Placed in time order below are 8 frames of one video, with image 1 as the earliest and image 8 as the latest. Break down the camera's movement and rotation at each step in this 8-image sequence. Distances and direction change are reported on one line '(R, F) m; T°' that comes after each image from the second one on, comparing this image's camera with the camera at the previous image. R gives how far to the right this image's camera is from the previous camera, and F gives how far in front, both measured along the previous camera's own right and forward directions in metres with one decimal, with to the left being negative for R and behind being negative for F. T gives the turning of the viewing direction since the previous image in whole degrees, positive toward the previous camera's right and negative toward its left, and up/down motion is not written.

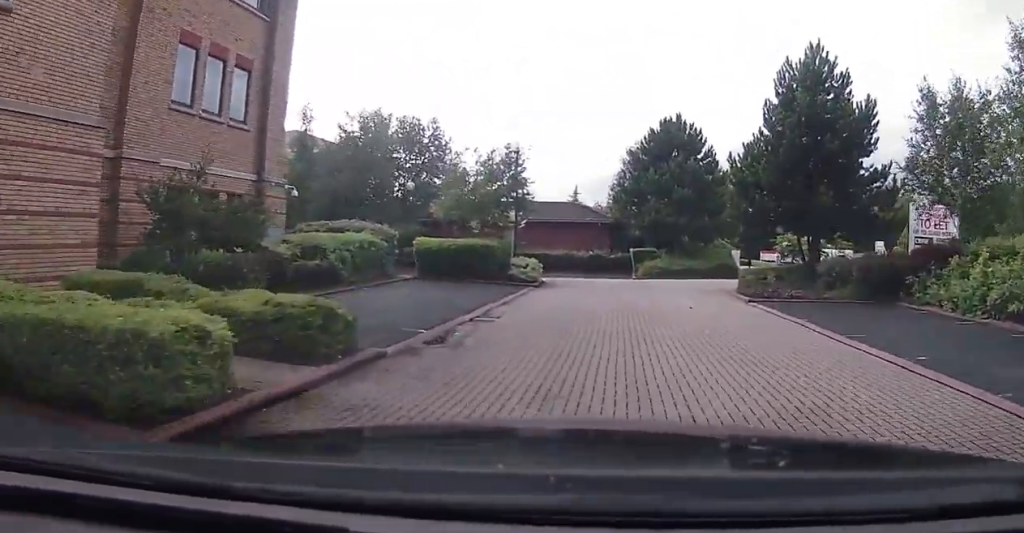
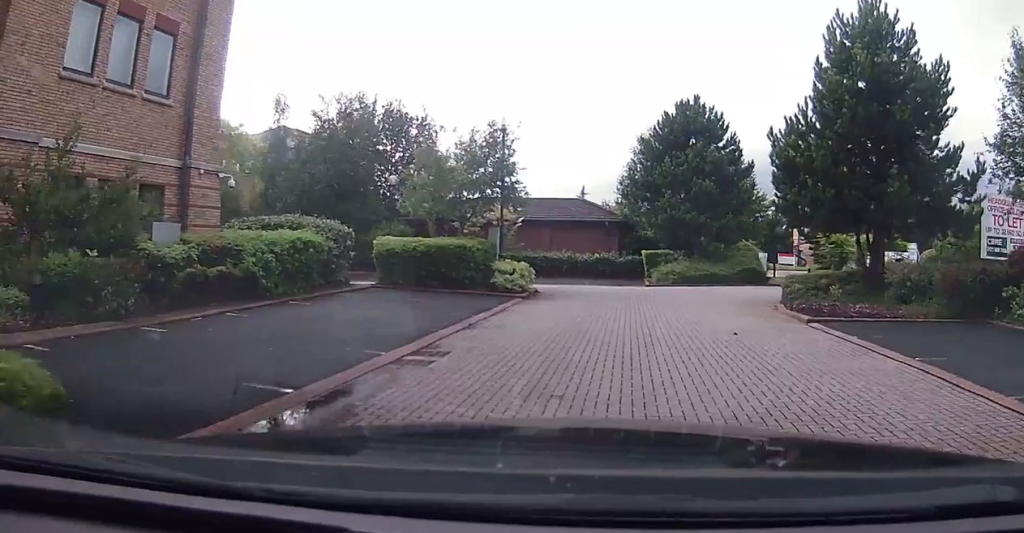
(+0.1, +4.8) m; -2°
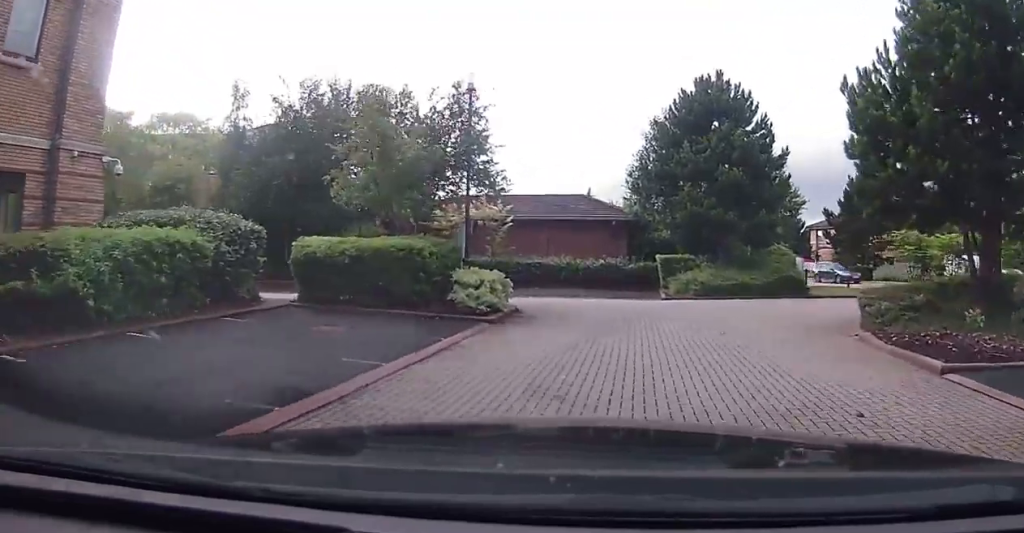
(-0.3, +5.5) m; -3°
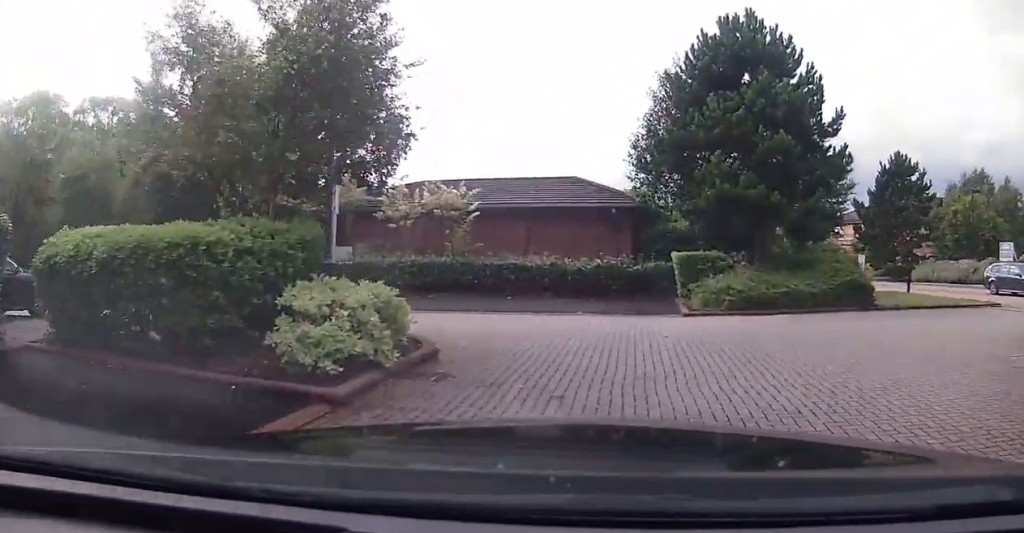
(-0.2, +7.2) m; +6°
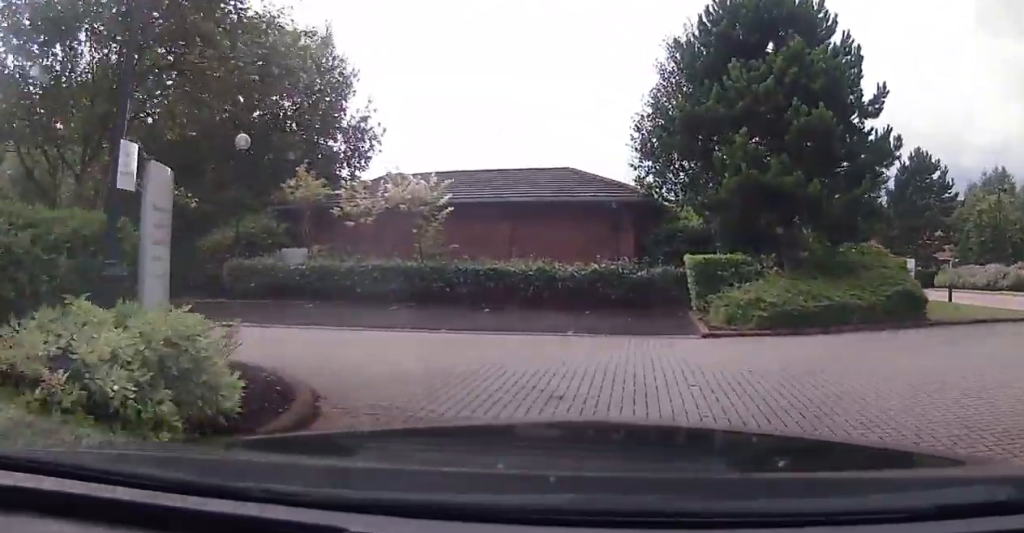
(+0.4, +3.6) m; +2°
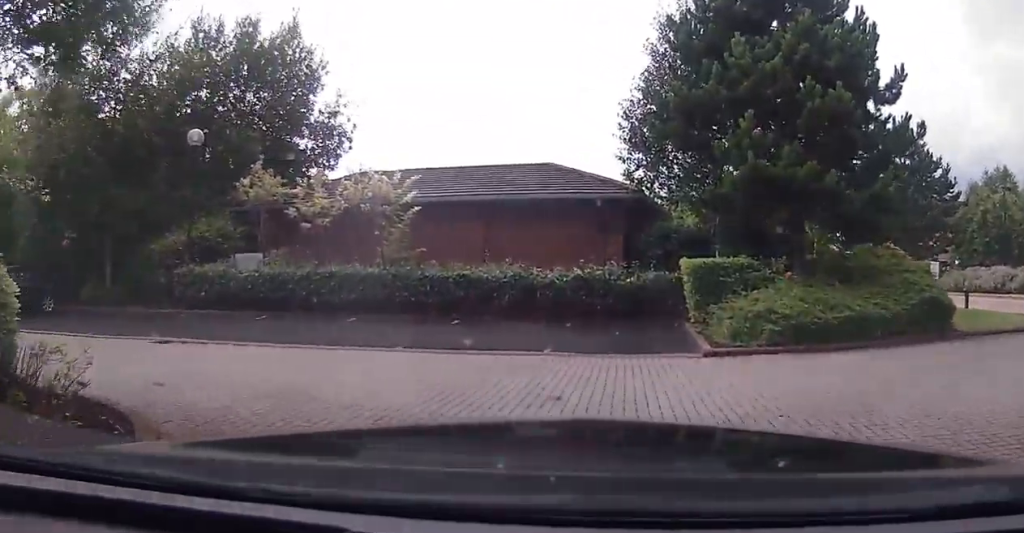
(+0.3, +2.5) m; +1°
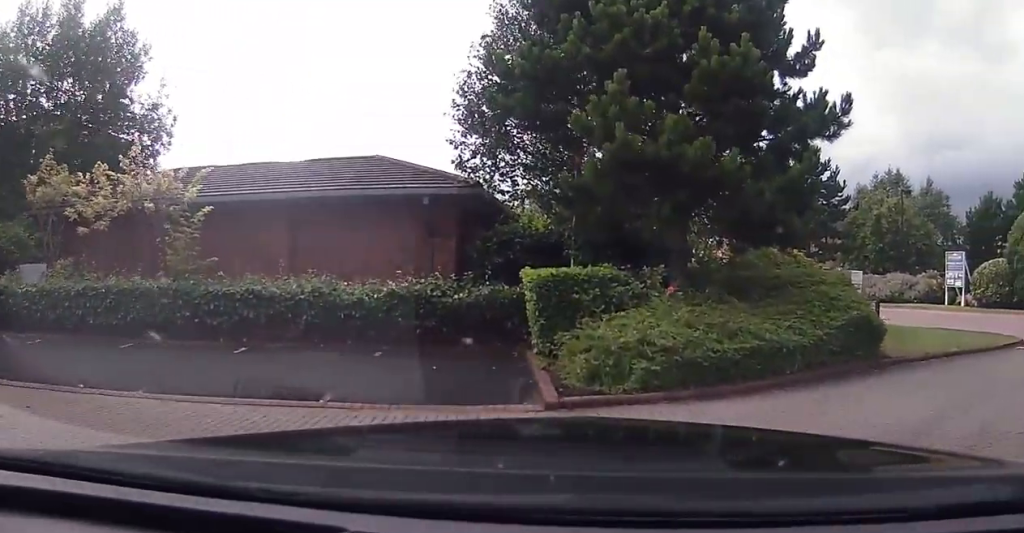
(-0.1, +4.0) m; +16°
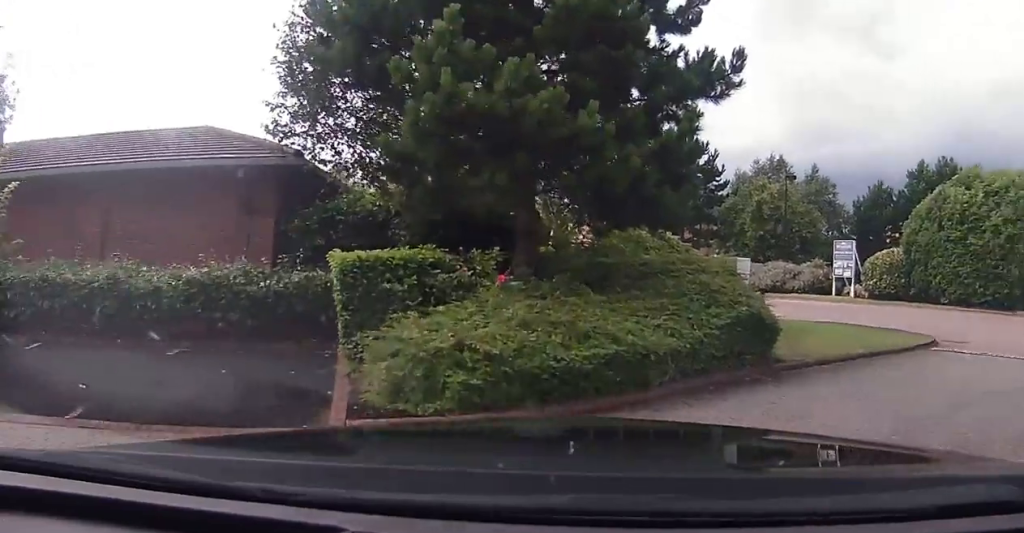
(+0.2, +1.8) m; +12°
